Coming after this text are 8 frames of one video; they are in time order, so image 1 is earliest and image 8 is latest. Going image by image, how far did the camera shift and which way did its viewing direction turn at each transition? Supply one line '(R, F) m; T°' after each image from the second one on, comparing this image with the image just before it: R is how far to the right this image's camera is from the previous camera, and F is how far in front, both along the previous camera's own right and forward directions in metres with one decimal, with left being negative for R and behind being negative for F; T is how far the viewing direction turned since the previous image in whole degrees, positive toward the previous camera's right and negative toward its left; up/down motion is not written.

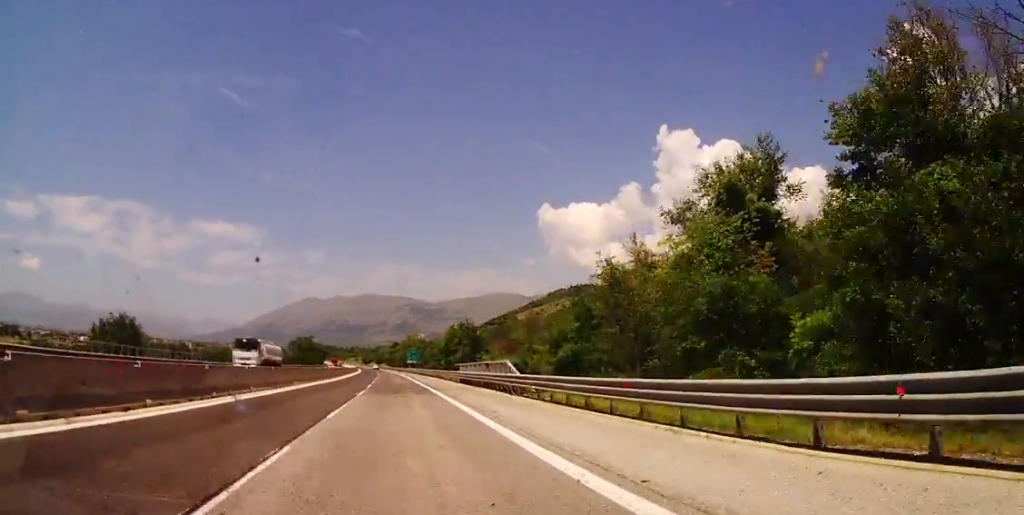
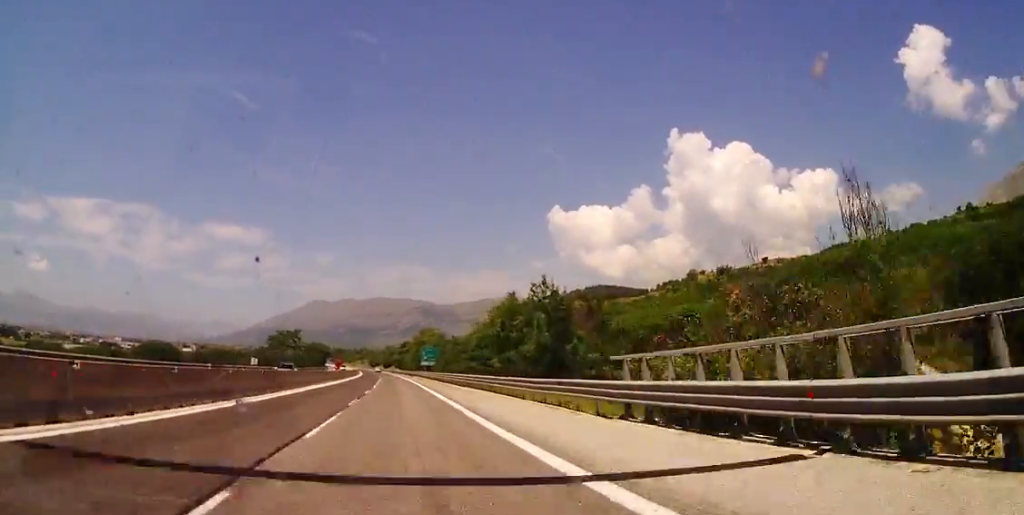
(-0.7, +40.4) m; 0°
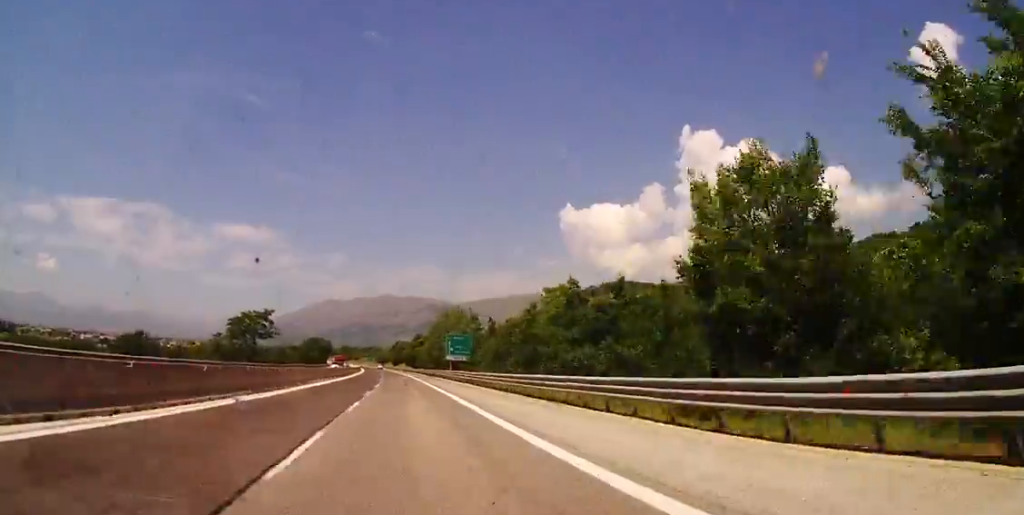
(+0.4, +40.4) m; 0°
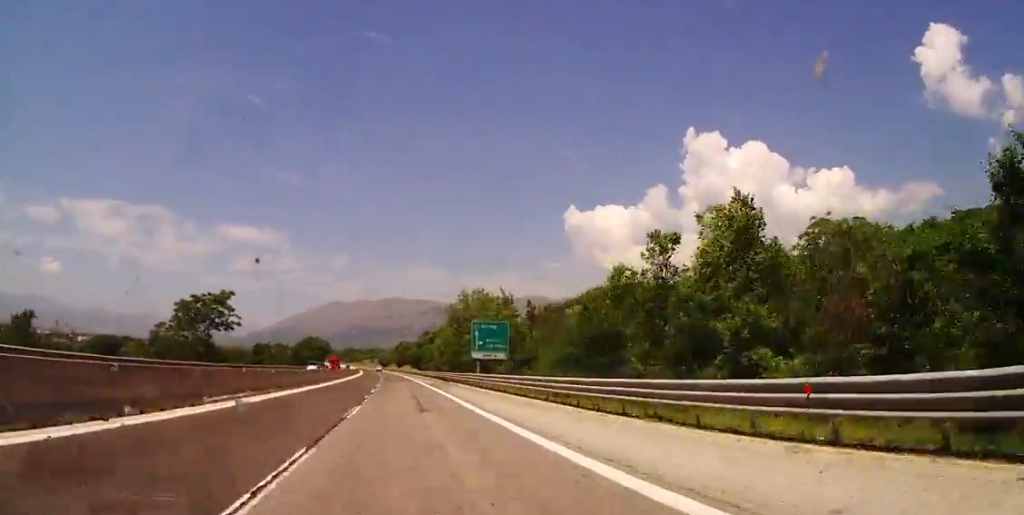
(-0.4, +25.5) m; -1°
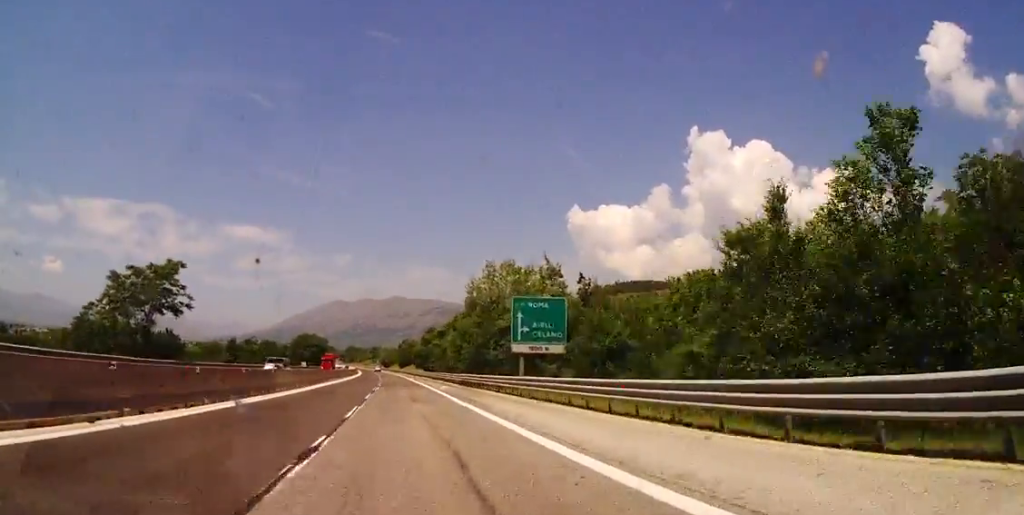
(-0.1, +18.6) m; 0°
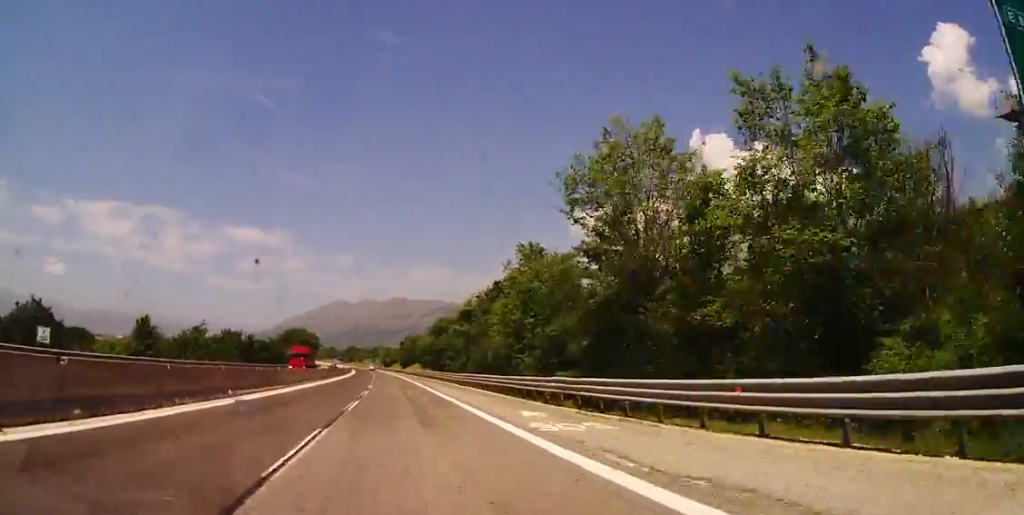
(+0.1, +32.5) m; 0°
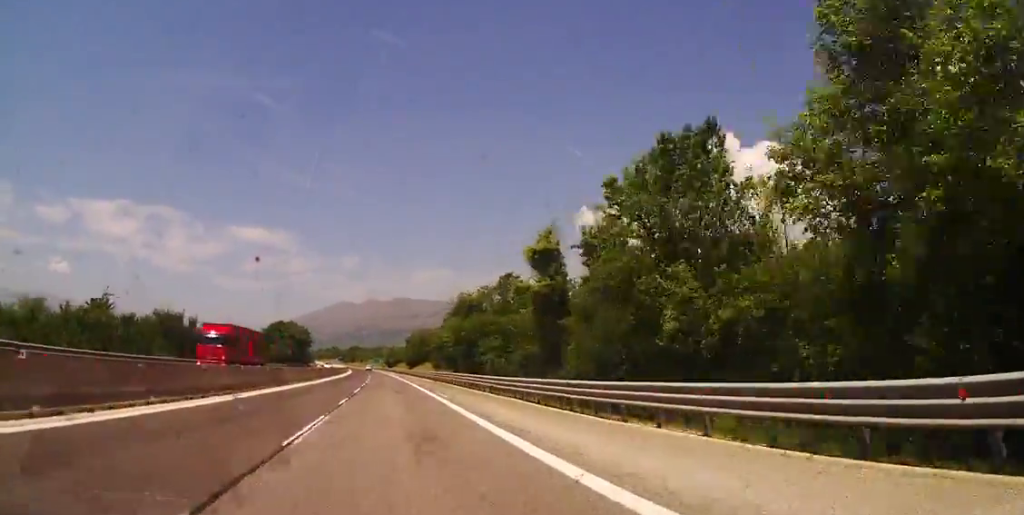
(+0.1, +31.4) m; -1°
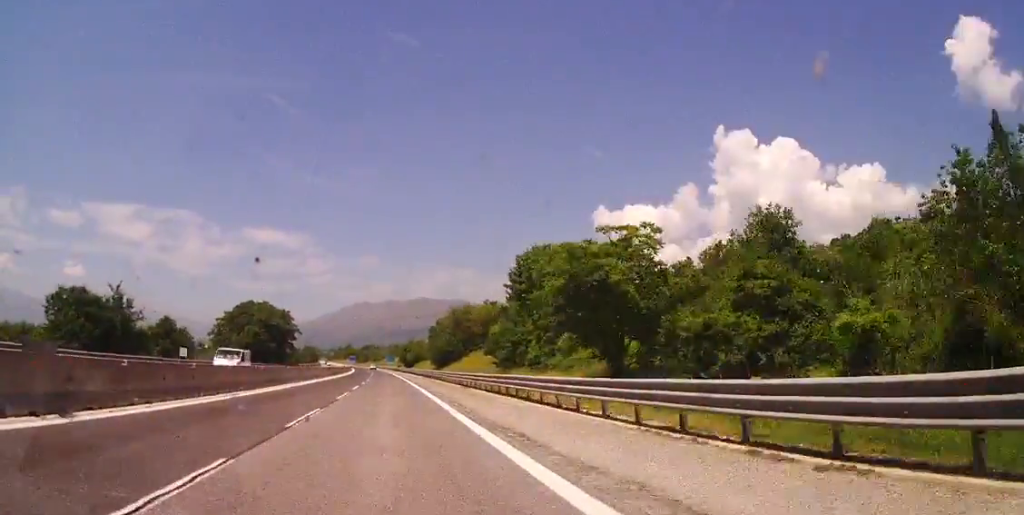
(-0.7, +61.9) m; 0°
